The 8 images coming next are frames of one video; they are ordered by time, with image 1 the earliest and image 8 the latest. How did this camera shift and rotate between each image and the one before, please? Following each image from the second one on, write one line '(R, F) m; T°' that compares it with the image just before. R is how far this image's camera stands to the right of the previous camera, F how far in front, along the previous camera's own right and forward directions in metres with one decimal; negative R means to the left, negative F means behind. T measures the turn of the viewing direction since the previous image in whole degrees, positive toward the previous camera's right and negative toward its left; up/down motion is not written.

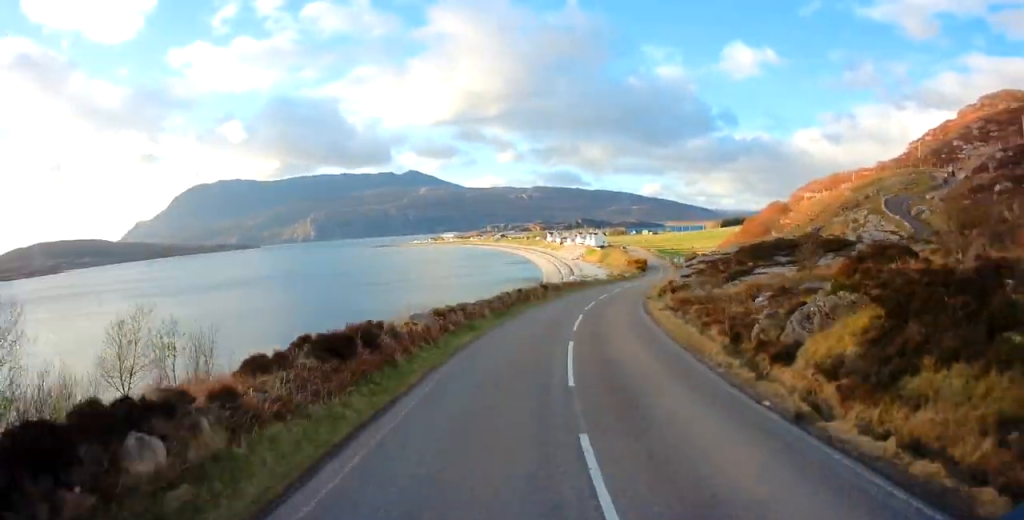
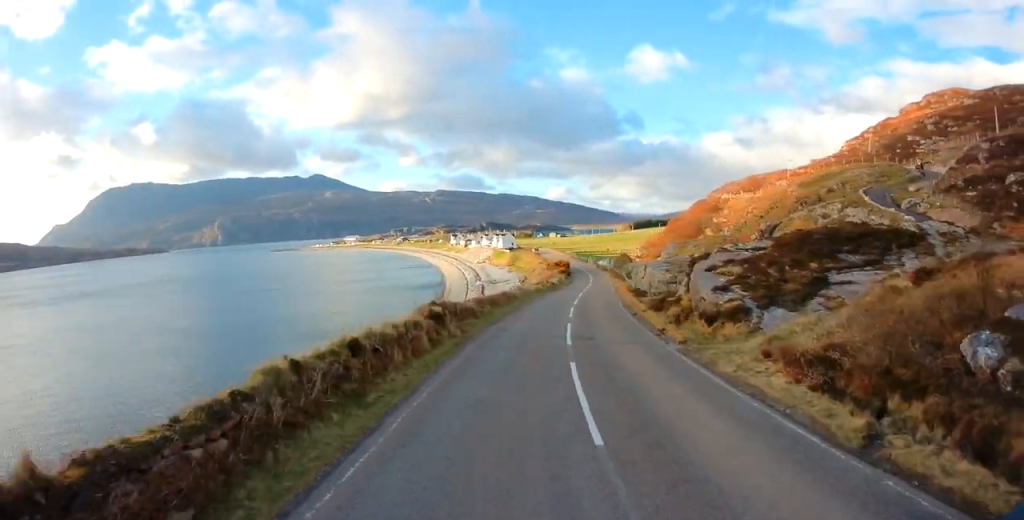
(+2.0, +21.2) m; +10°
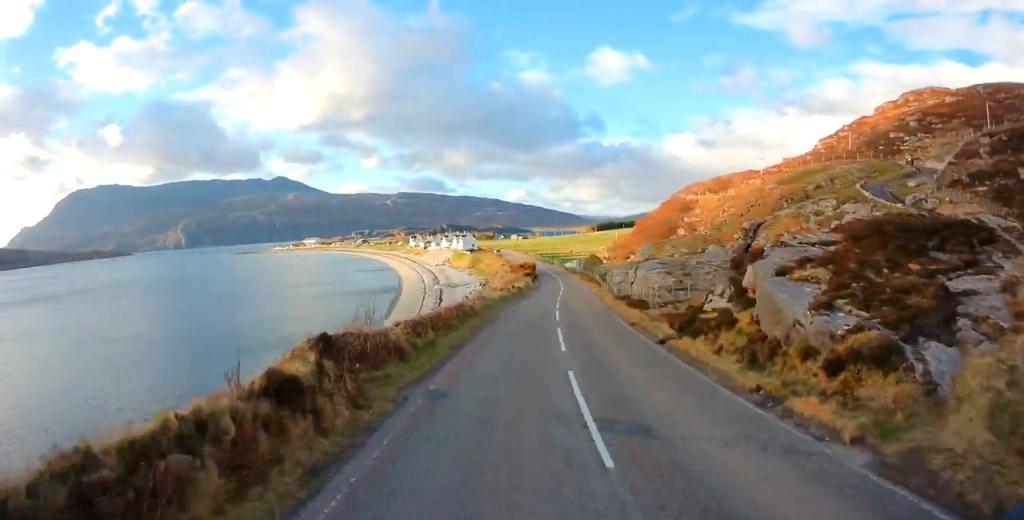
(+0.4, +9.5) m; +4°
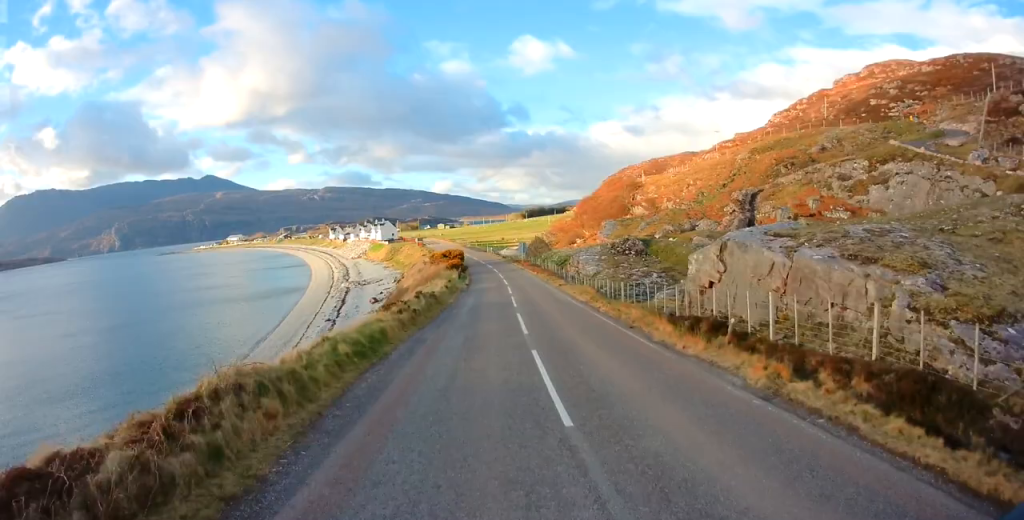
(+2.3, +26.8) m; +8°
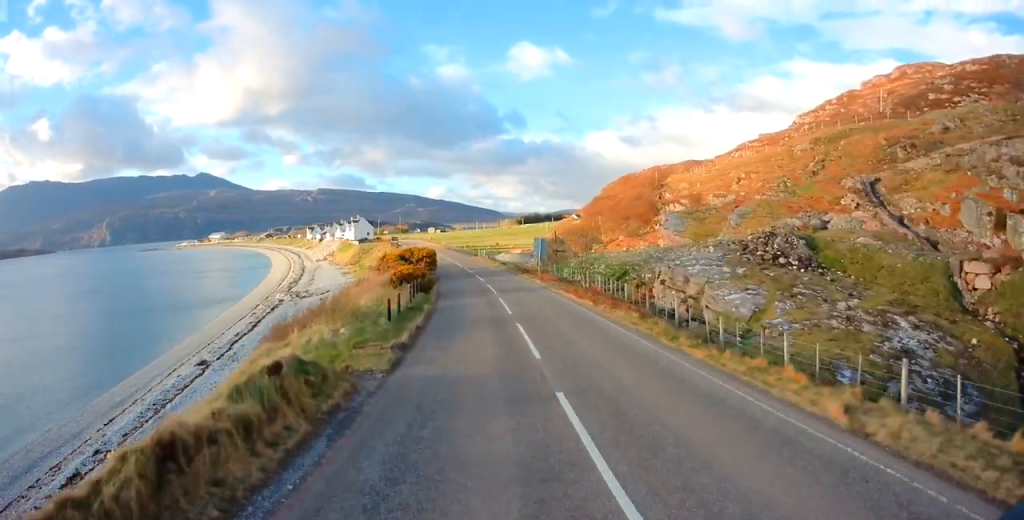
(+1.5, +33.1) m; +4°
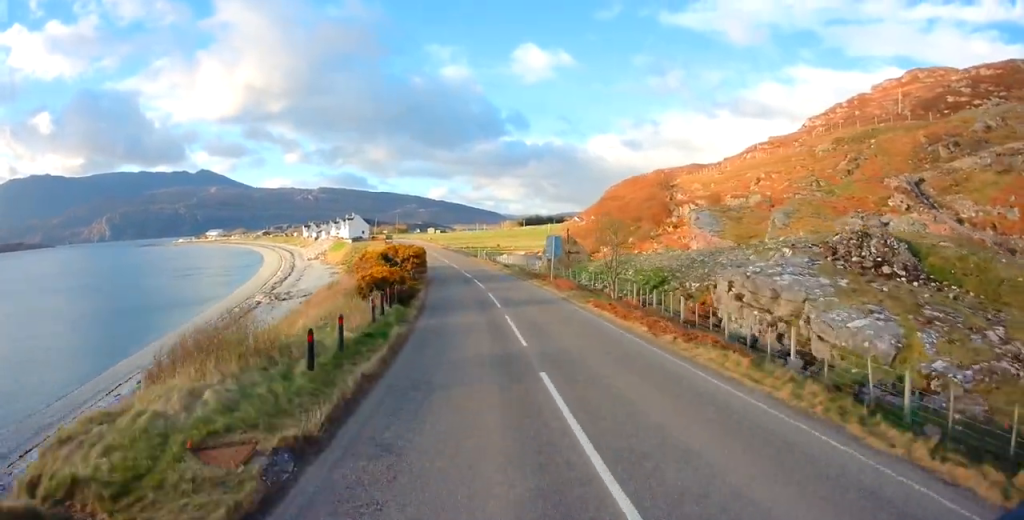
(-0.1, +7.6) m; 0°
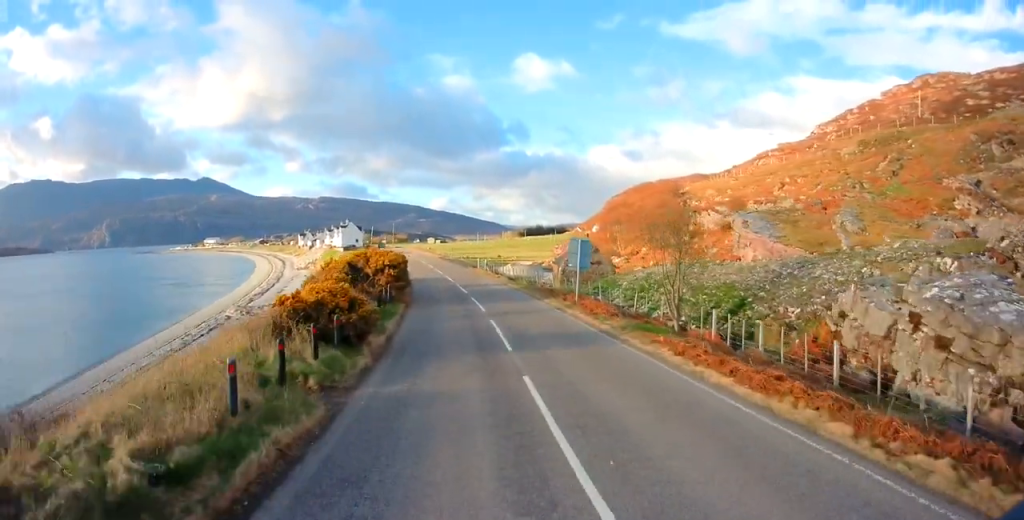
(-0.2, +9.2) m; -1°
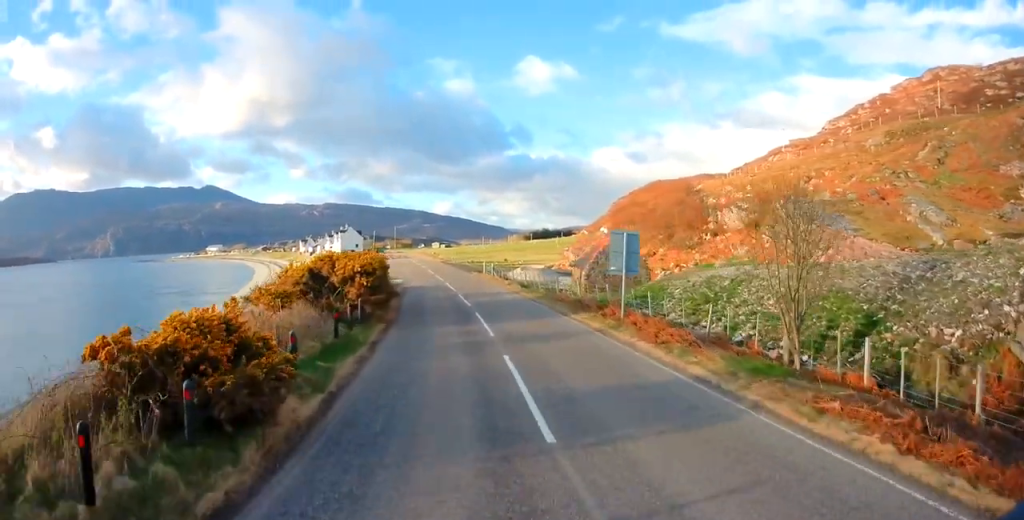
(+0.1, +7.2) m; 0°
